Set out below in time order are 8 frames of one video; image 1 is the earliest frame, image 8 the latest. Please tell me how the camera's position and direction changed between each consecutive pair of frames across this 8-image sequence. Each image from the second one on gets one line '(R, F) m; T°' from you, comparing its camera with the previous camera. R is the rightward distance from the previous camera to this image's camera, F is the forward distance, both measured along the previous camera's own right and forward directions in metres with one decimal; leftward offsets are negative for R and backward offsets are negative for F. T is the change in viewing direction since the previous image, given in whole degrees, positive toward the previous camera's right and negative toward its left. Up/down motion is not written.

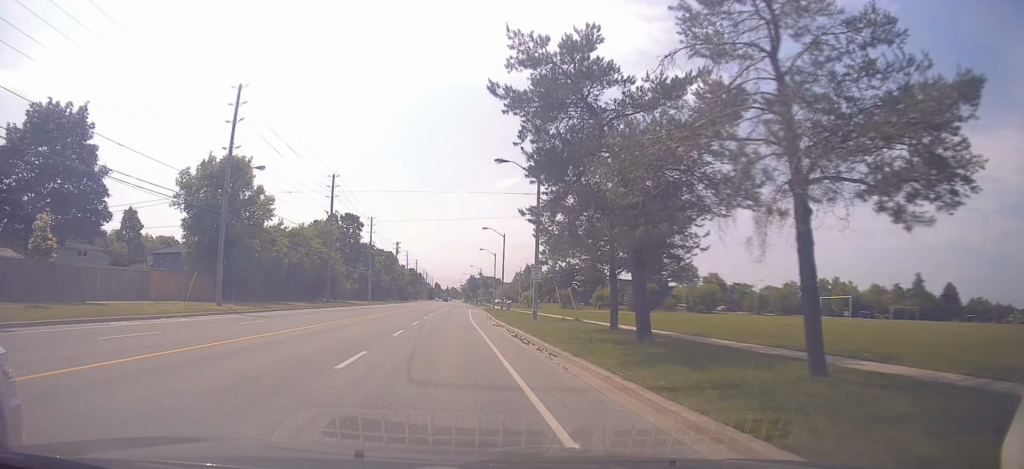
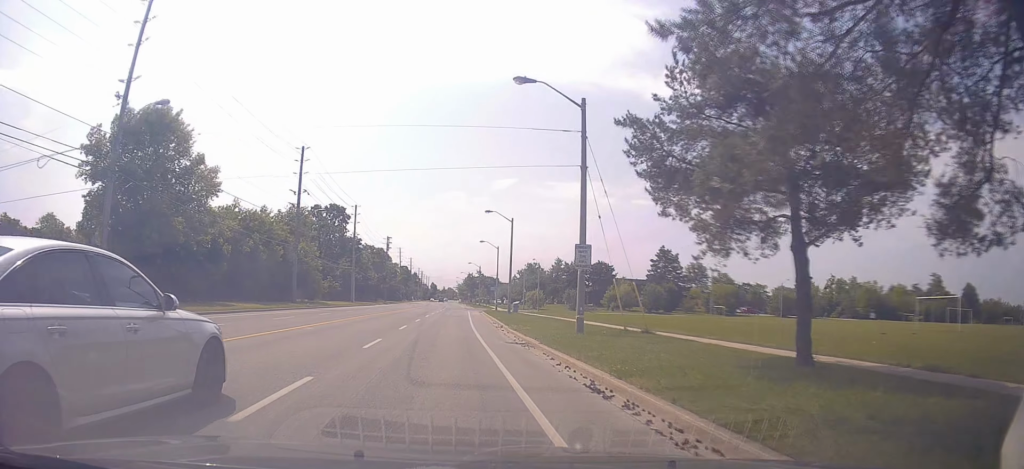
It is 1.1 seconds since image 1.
(-0.3, +13.1) m; 0°
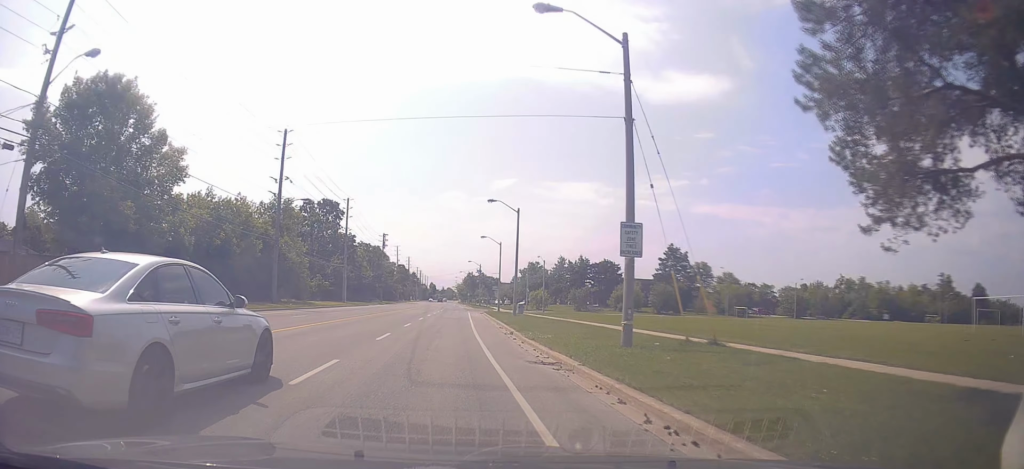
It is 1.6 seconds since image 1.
(0.0, +6.2) m; +1°
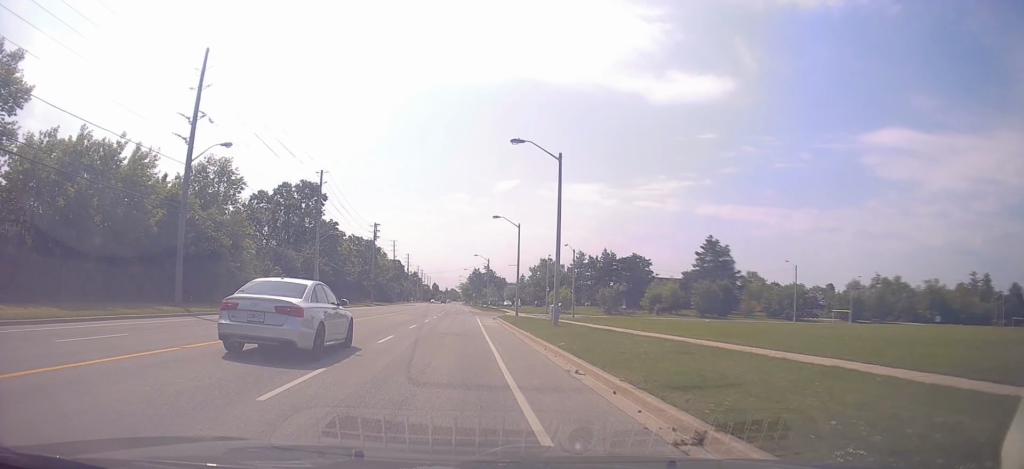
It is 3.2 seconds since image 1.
(0.0, +18.5) m; -1°
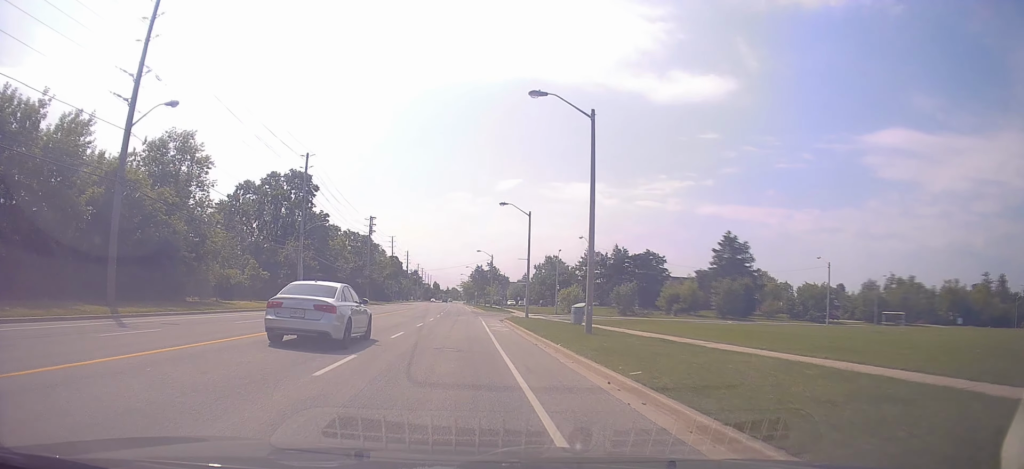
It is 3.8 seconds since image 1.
(-0.3, +7.4) m; 0°
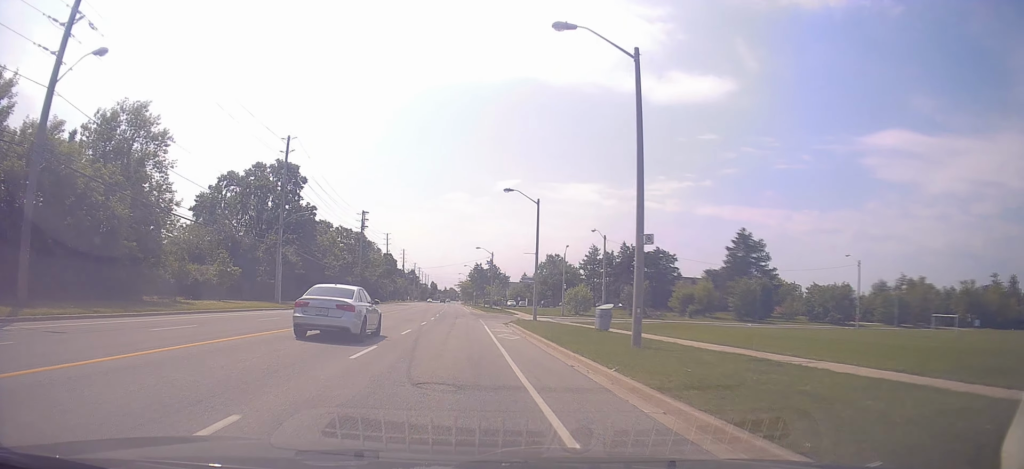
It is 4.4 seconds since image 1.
(+0.3, +6.1) m; +1°
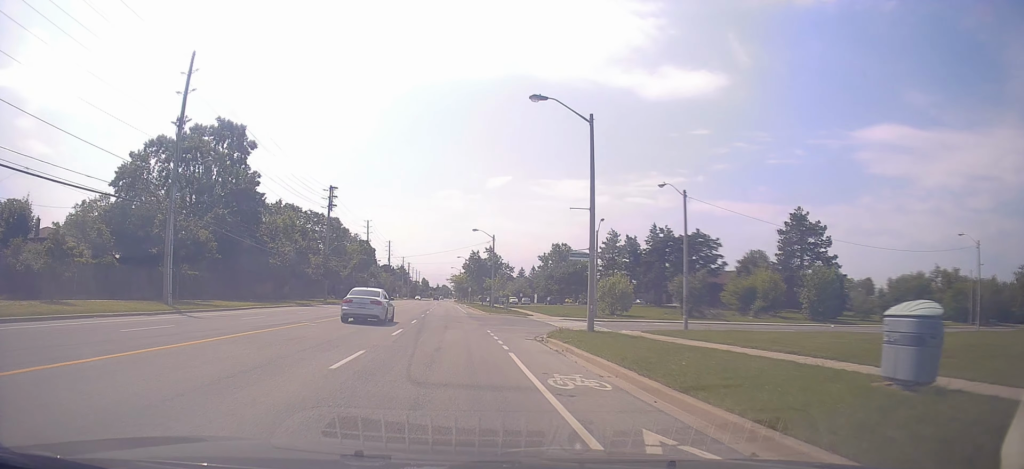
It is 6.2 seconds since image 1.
(+0.2, +19.8) m; +1°
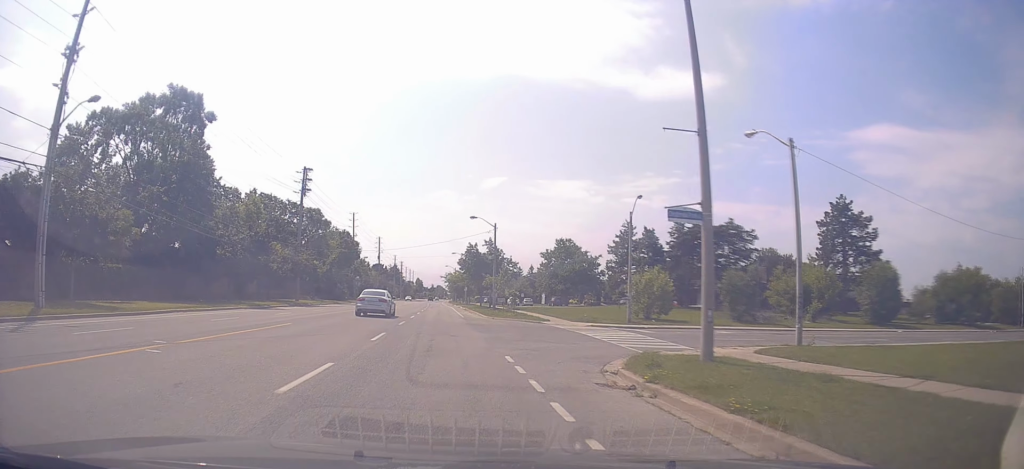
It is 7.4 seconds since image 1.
(+0.1, +11.6) m; +2°
